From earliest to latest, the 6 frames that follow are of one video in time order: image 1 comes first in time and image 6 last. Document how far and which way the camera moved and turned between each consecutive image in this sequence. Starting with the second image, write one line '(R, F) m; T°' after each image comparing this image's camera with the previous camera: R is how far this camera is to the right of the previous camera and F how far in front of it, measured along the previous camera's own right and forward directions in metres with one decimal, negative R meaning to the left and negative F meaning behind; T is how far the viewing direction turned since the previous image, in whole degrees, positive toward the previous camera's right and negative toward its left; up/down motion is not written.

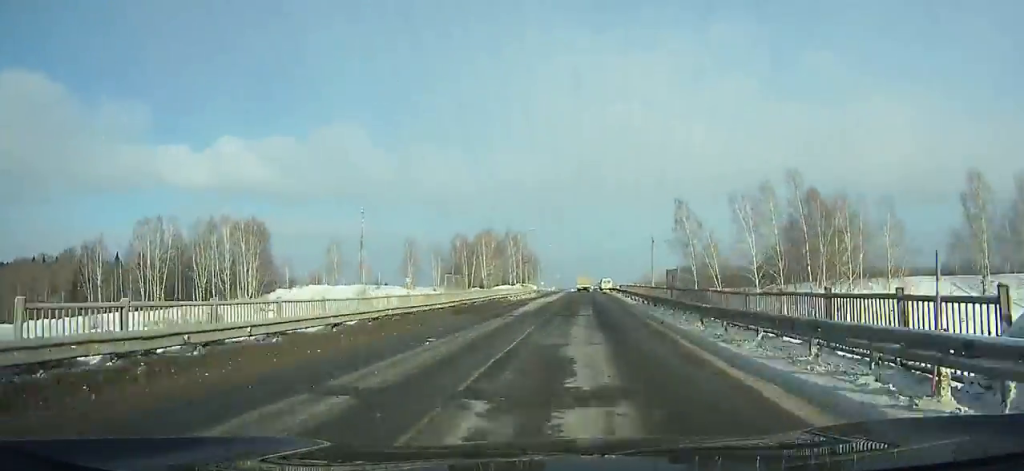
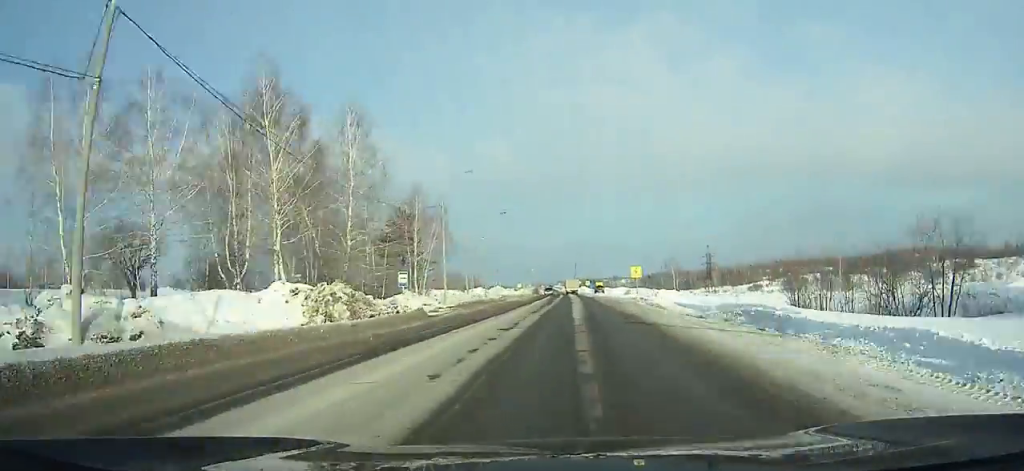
(+0.2, +114.7) m; 0°
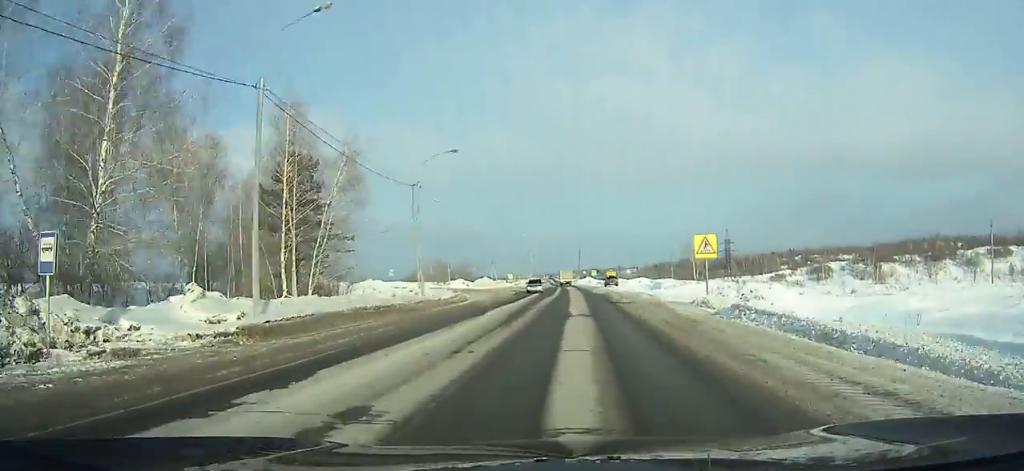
(0.0, +27.0) m; 0°
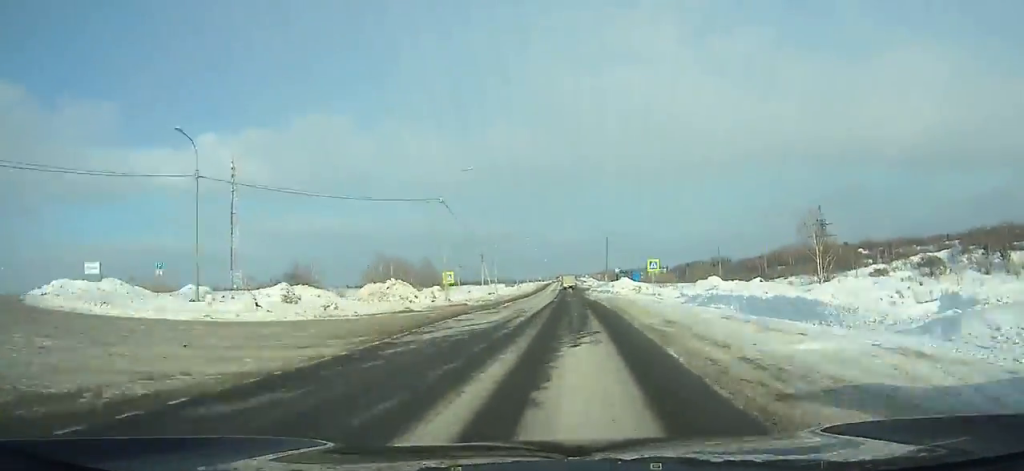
(-0.8, +73.8) m; -2°
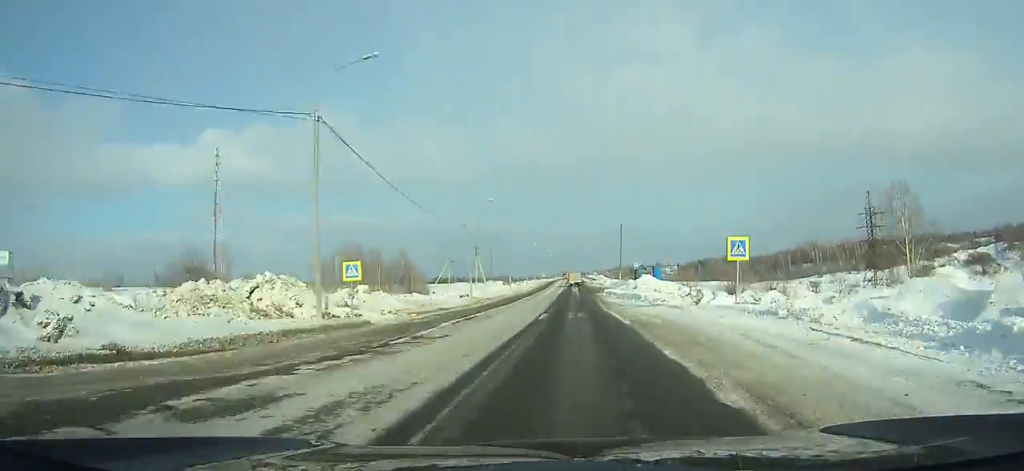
(-0.3, +23.5) m; -1°
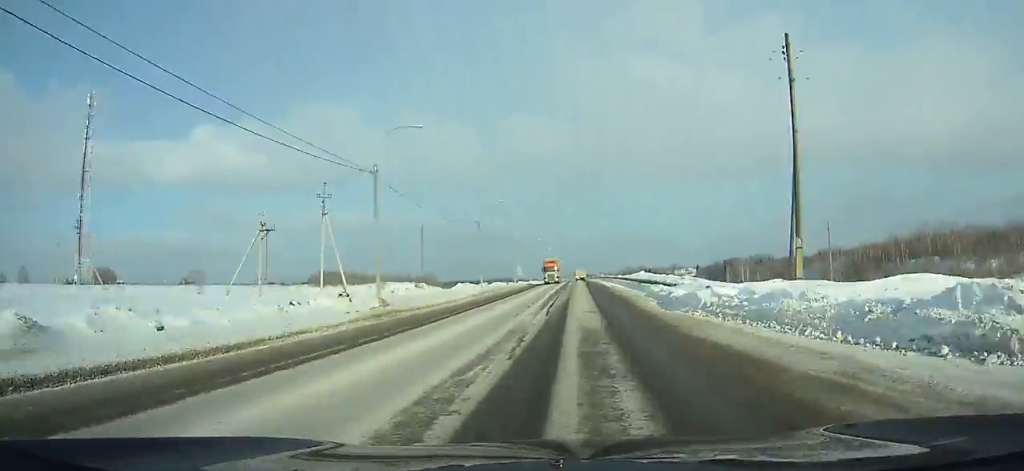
(-1.7, +100.4) m; -1°
